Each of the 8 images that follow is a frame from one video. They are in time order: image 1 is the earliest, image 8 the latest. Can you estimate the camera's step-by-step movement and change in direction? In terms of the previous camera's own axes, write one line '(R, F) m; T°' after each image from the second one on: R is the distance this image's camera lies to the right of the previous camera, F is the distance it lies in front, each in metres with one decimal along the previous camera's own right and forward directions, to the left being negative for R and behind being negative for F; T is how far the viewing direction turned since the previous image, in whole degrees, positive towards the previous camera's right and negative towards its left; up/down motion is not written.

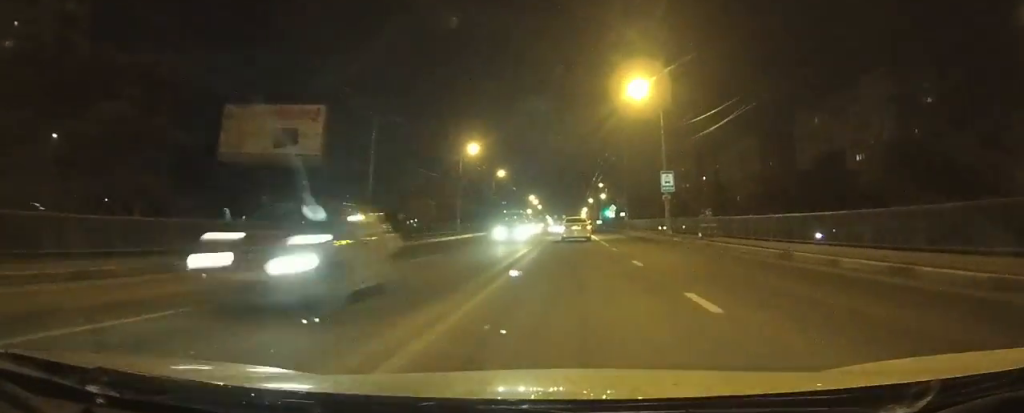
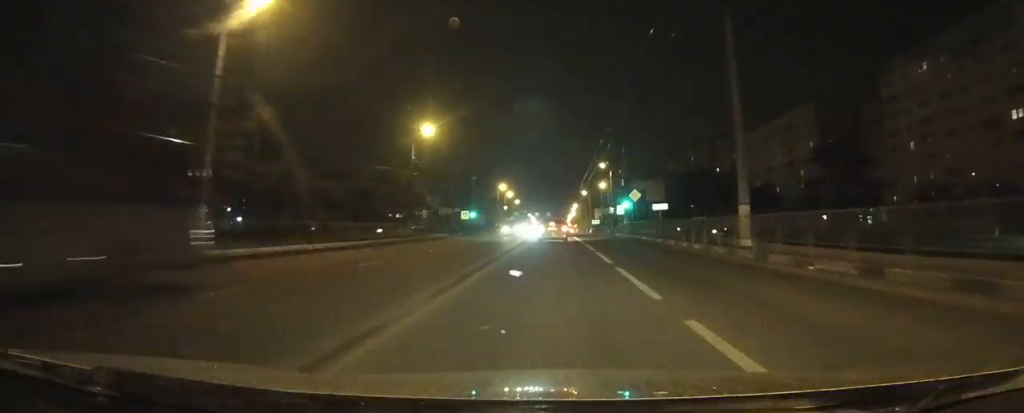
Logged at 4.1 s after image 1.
(+0.6, +49.6) m; +2°
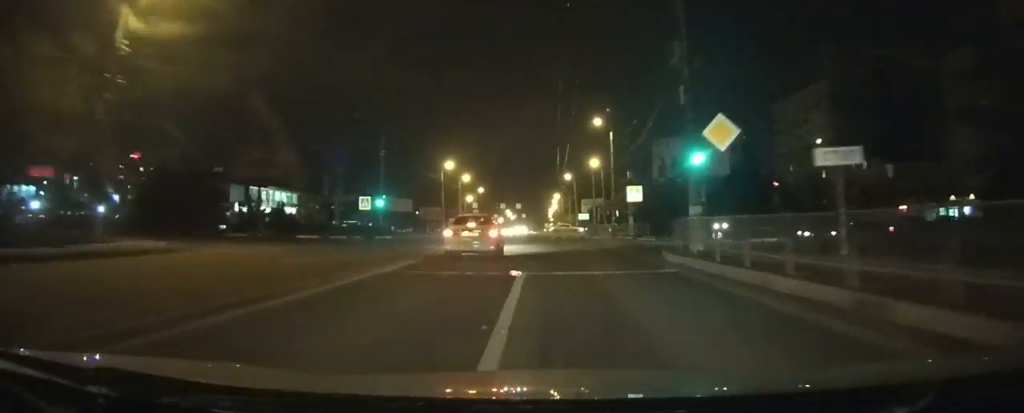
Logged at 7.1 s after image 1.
(+0.6, +39.2) m; 0°
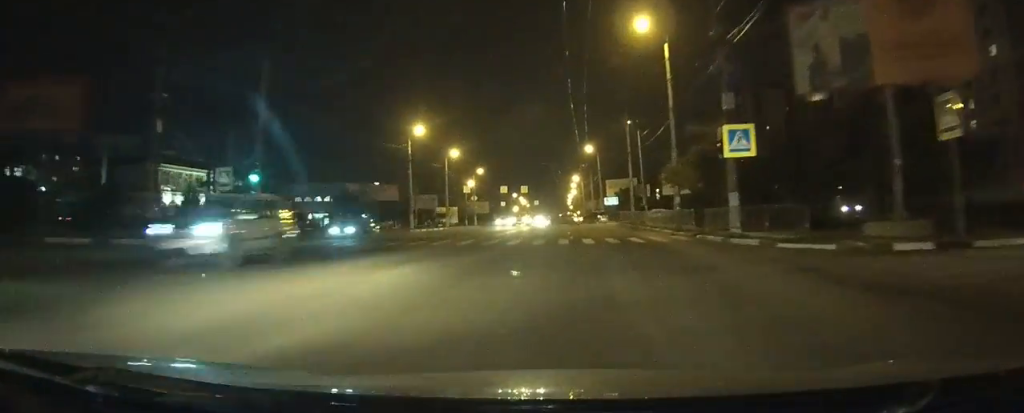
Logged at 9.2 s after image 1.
(-0.2, +28.2) m; -1°
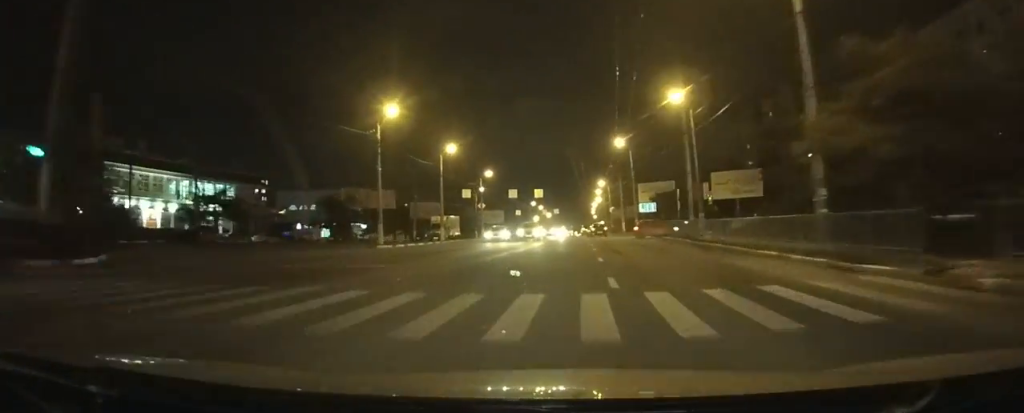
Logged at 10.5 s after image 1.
(+0.1, +17.6) m; -1°
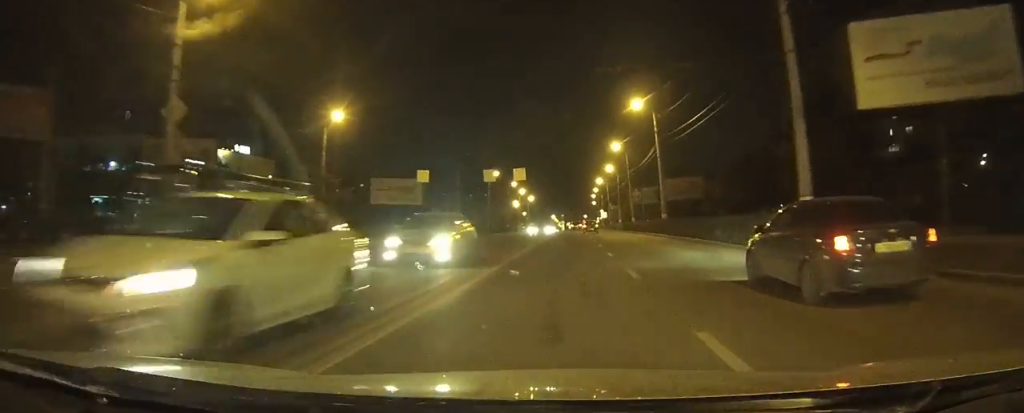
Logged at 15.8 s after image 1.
(-0.7, +76.0) m; 0°
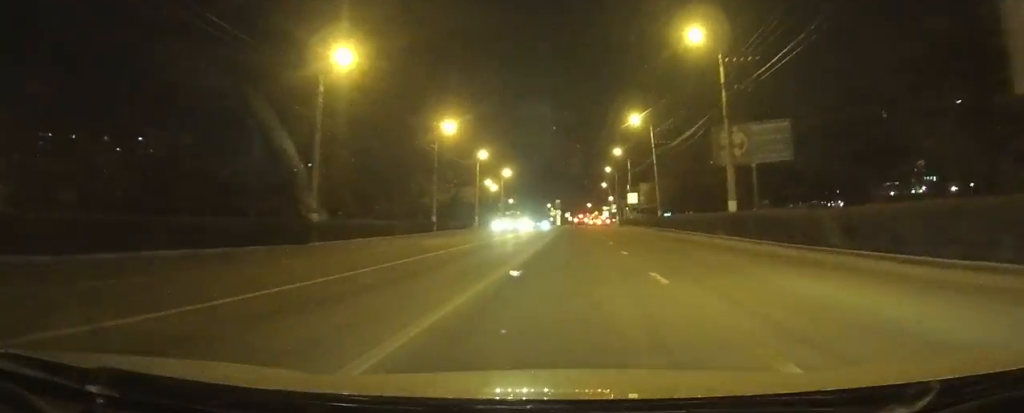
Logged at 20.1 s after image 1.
(0.0, +66.8) m; 0°
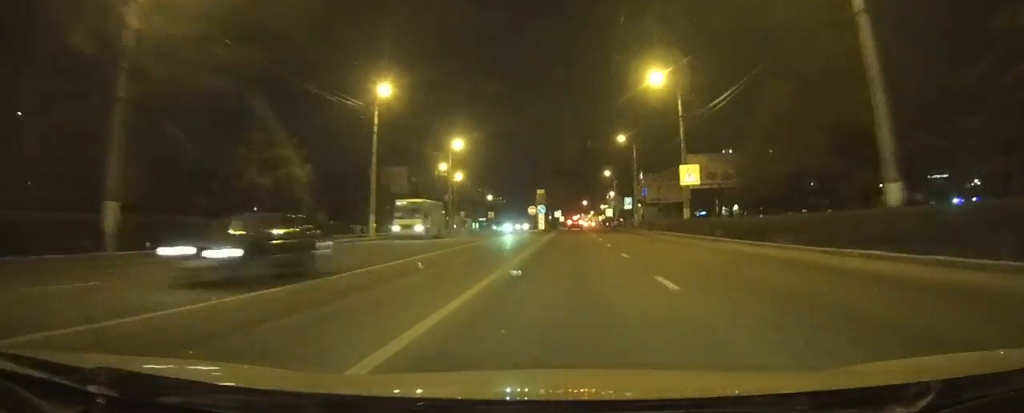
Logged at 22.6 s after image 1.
(+0.1, +39.7) m; 0°
